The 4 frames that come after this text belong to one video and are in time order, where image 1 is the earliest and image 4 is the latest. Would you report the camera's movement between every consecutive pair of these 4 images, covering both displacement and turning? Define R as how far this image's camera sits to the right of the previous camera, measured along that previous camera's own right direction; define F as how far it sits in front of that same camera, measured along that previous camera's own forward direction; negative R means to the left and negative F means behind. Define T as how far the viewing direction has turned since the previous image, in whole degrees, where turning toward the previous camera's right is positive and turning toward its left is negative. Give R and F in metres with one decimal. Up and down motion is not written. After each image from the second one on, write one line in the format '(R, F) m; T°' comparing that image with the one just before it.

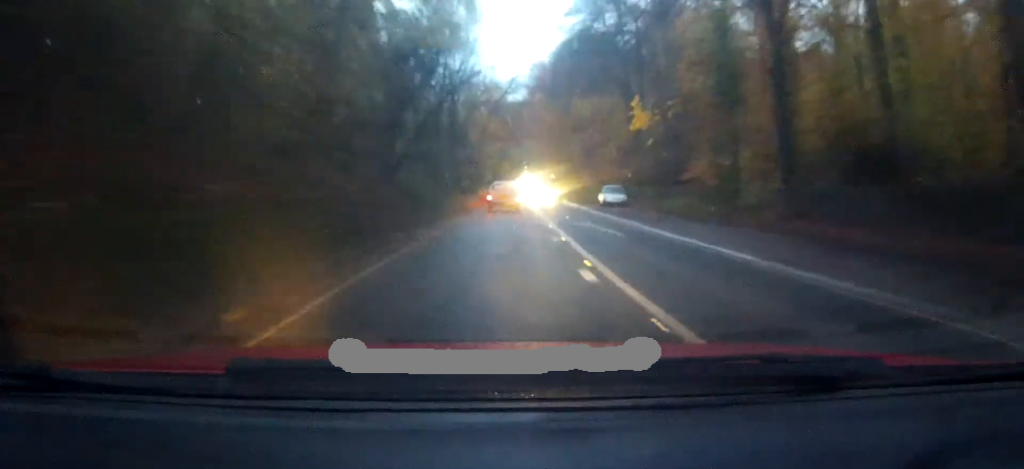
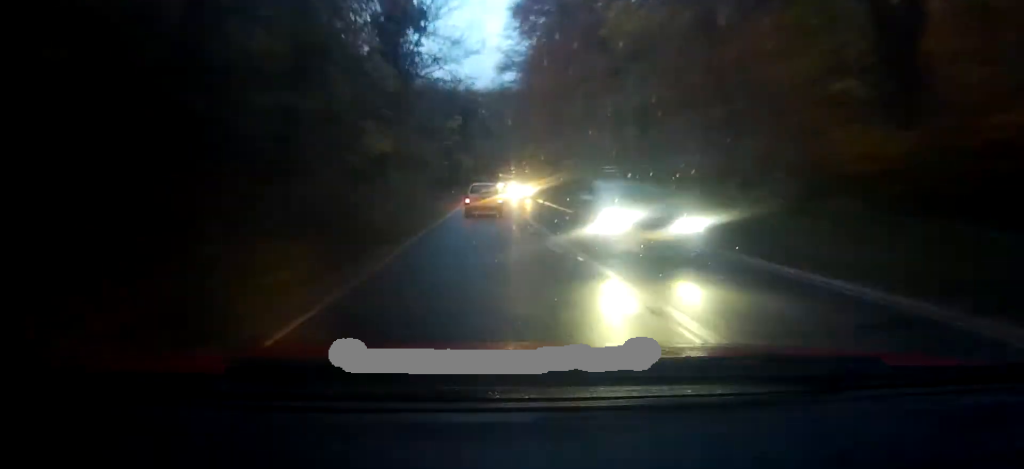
(+1.4, +50.3) m; -1°
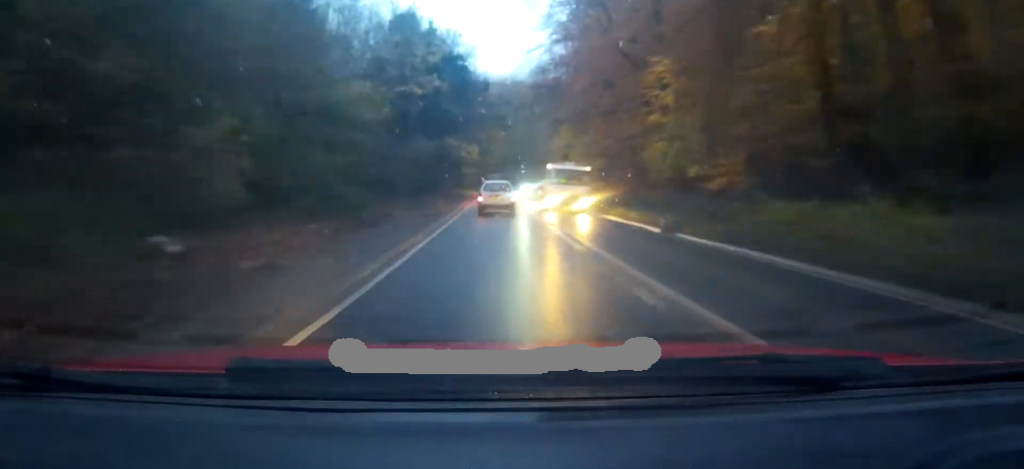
(-0.3, +35.6) m; +1°
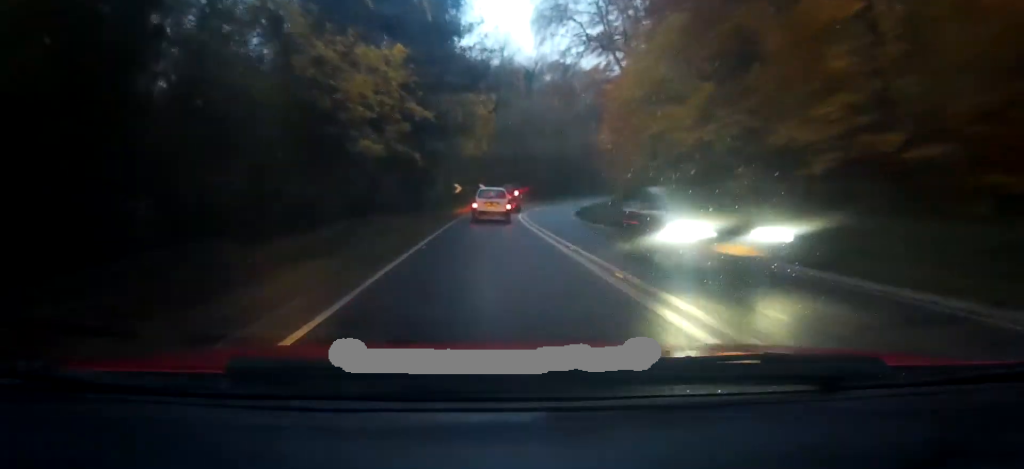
(+2.3, +45.2) m; +3°
